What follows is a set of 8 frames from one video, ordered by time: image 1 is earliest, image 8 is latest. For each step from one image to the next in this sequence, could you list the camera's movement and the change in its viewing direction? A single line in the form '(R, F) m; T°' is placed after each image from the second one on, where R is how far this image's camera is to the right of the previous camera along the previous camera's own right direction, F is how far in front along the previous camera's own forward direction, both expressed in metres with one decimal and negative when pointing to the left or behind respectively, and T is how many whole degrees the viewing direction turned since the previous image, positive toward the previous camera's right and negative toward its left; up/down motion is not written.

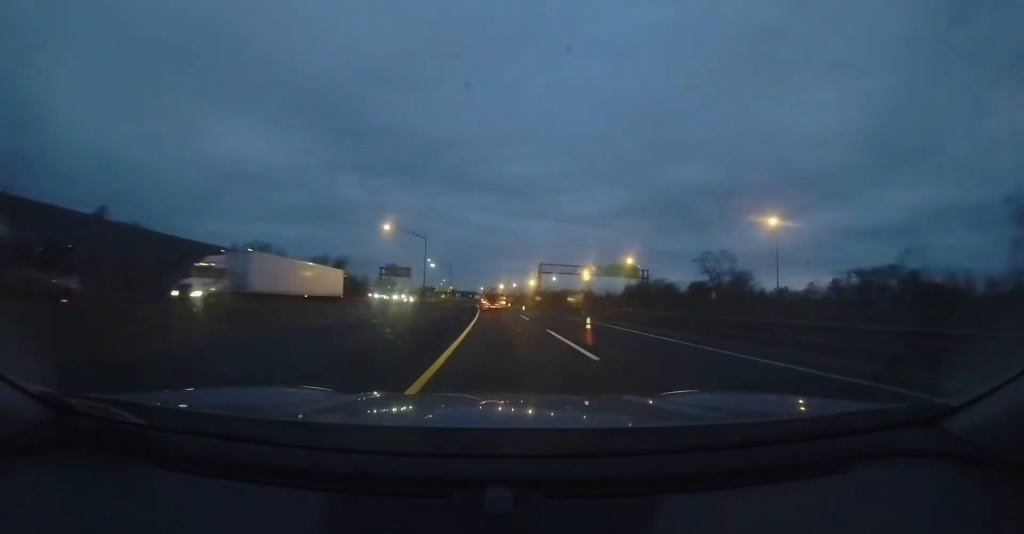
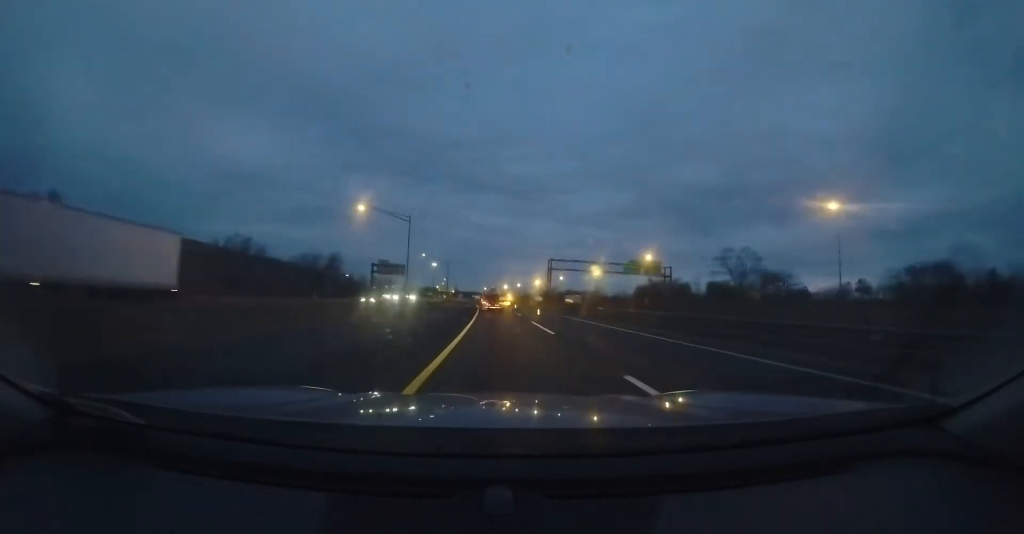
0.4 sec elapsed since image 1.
(0.0, +9.4) m; -1°
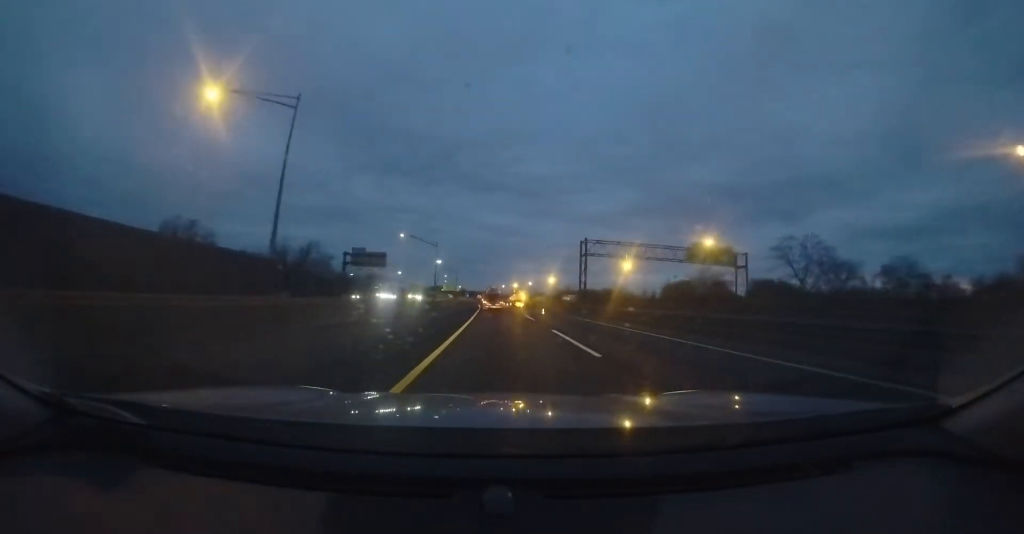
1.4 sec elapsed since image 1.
(-0.2, +21.0) m; -2°
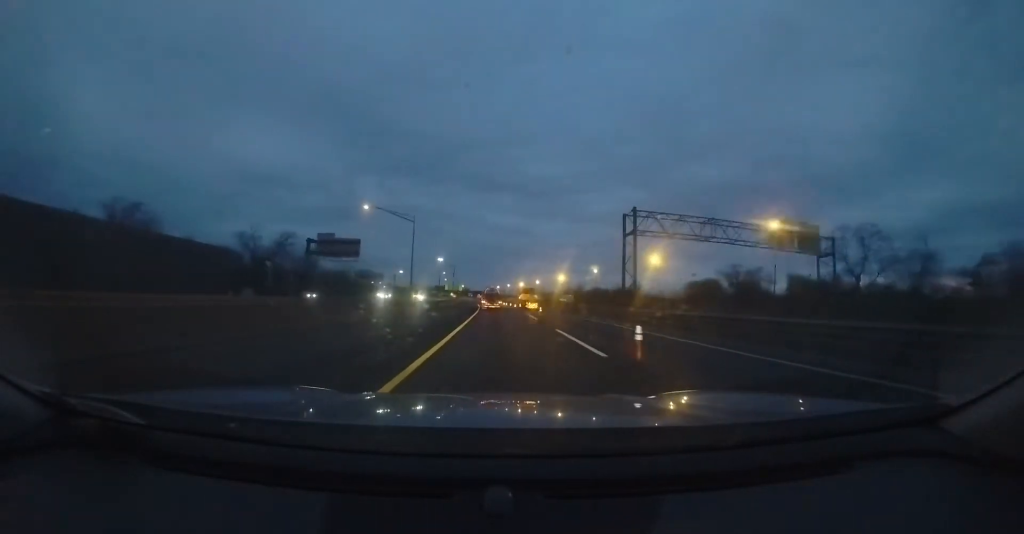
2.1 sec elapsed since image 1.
(-0.3, +15.2) m; -1°
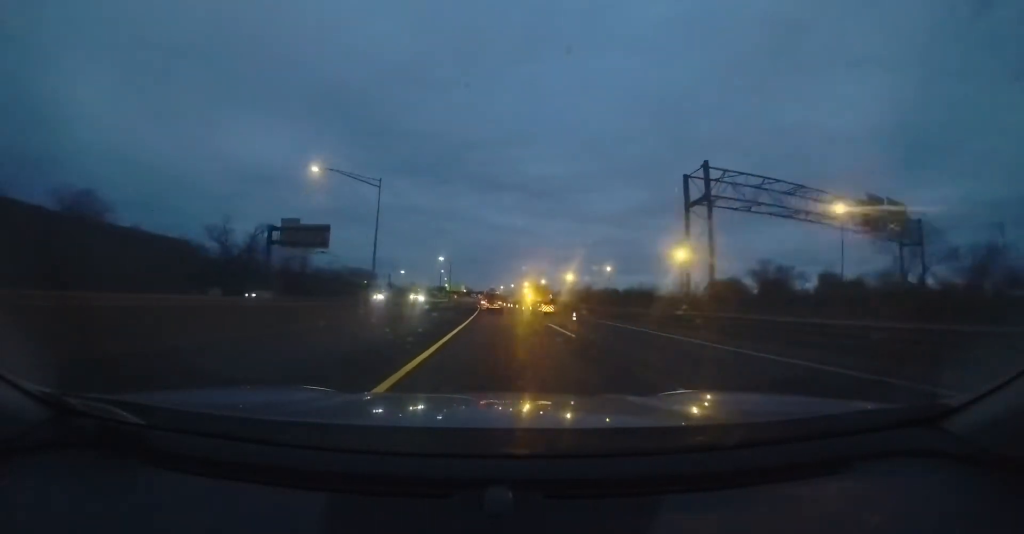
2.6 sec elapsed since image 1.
(0.0, +10.8) m; -1°
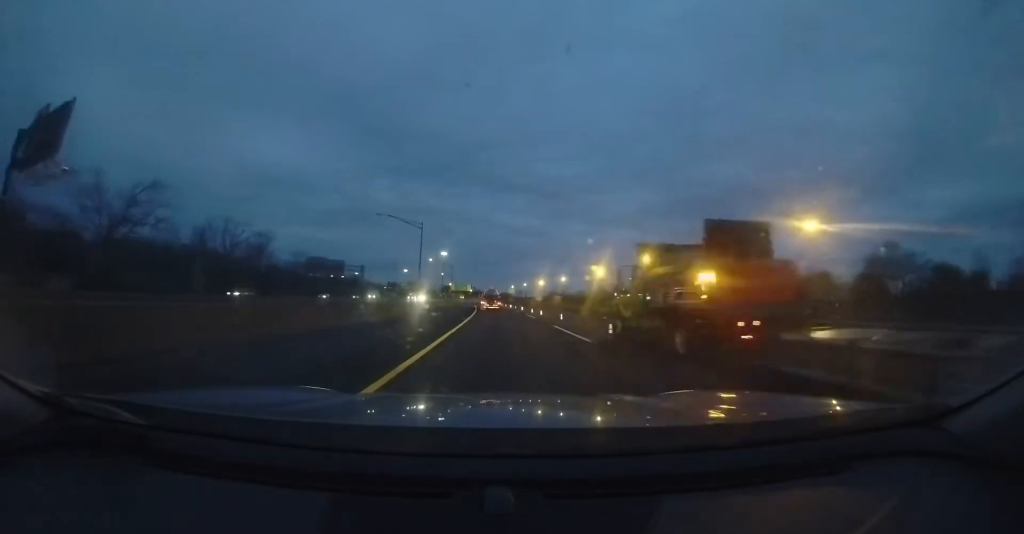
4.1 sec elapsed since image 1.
(-0.5, +32.2) m; -2°
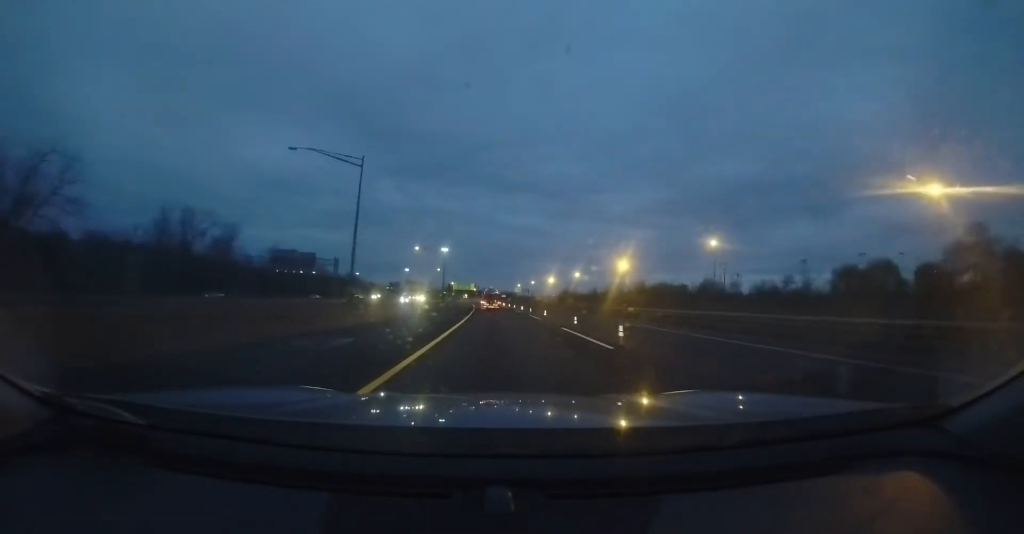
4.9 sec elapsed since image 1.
(0.0, +17.1) m; 0°
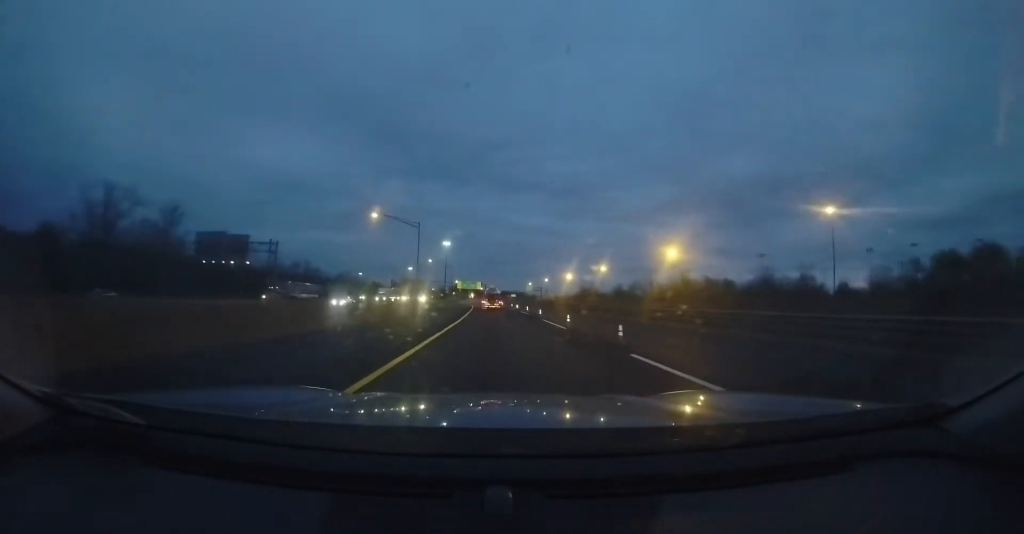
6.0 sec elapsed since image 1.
(-0.1, +24.0) m; -2°
